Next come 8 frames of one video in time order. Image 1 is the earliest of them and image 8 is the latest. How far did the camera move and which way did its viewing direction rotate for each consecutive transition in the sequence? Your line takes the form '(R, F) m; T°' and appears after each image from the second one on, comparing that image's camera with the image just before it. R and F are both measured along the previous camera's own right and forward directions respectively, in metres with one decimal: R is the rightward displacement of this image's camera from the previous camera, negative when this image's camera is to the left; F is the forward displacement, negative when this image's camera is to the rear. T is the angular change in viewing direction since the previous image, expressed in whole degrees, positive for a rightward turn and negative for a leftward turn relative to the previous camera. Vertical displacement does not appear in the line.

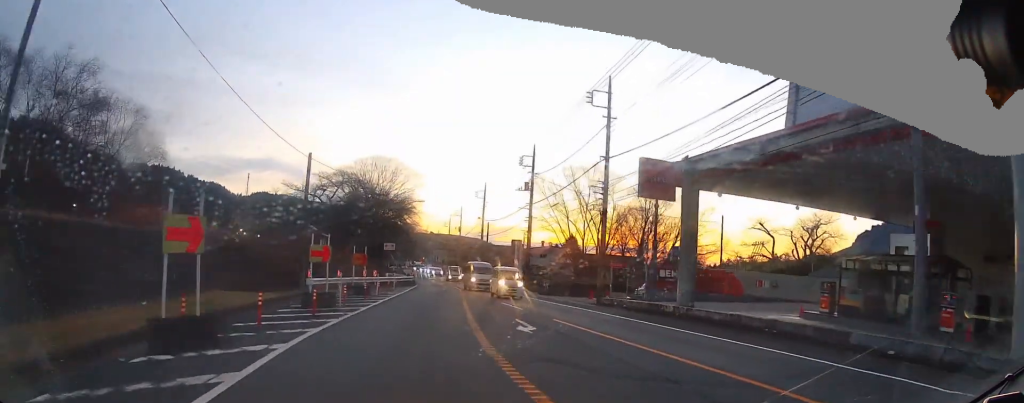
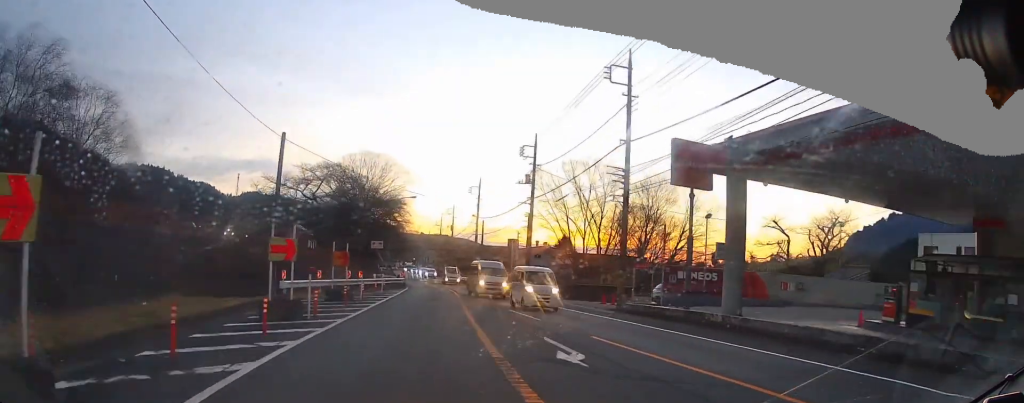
(0.0, +5.5) m; 0°
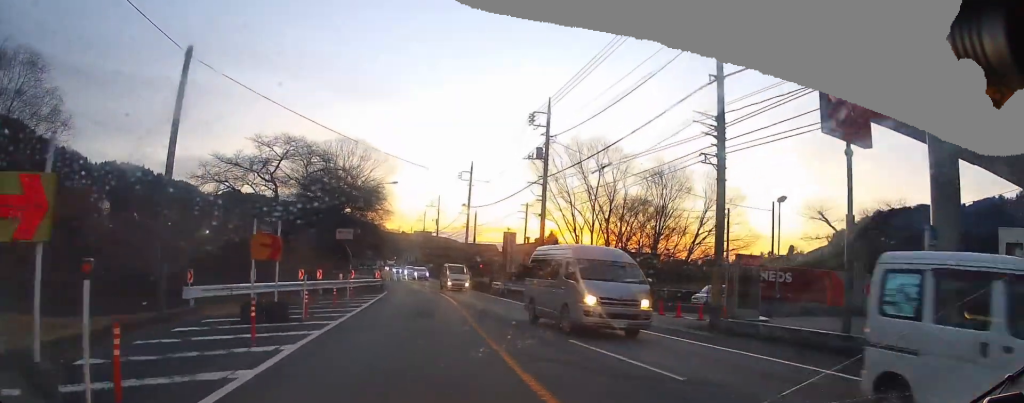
(+0.1, +12.4) m; +1°
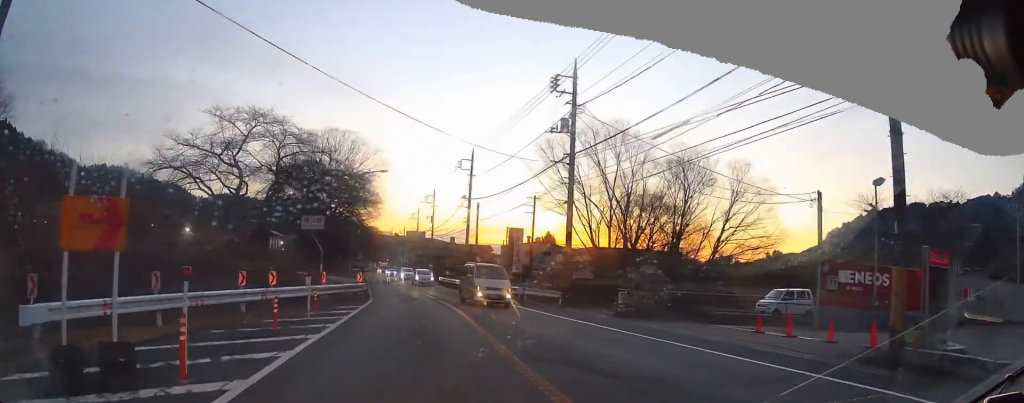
(+0.1, +9.8) m; +1°
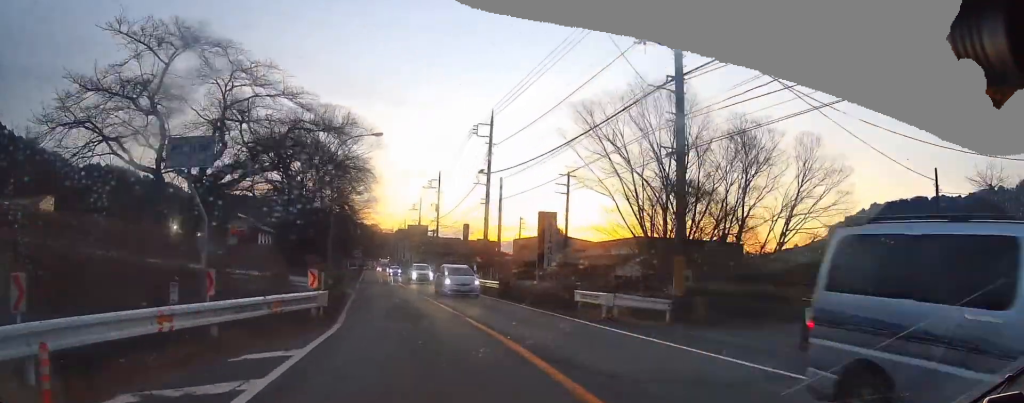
(+0.3, +16.1) m; +1°
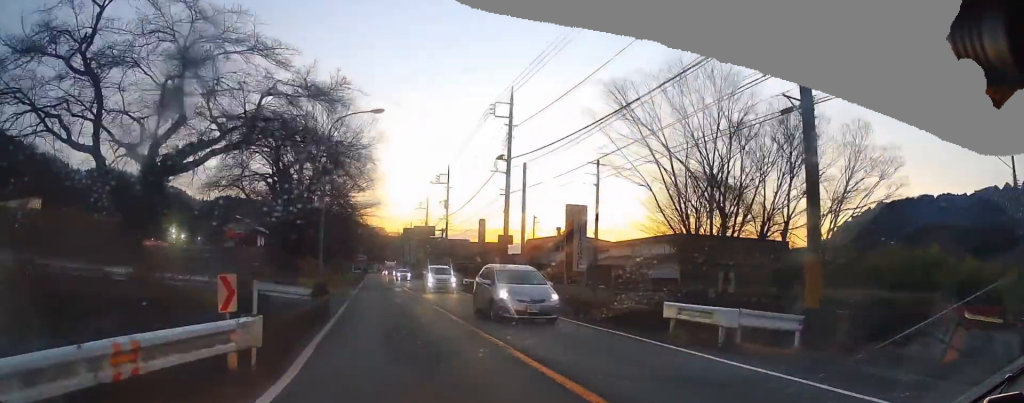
(+0.3, +8.2) m; -1°
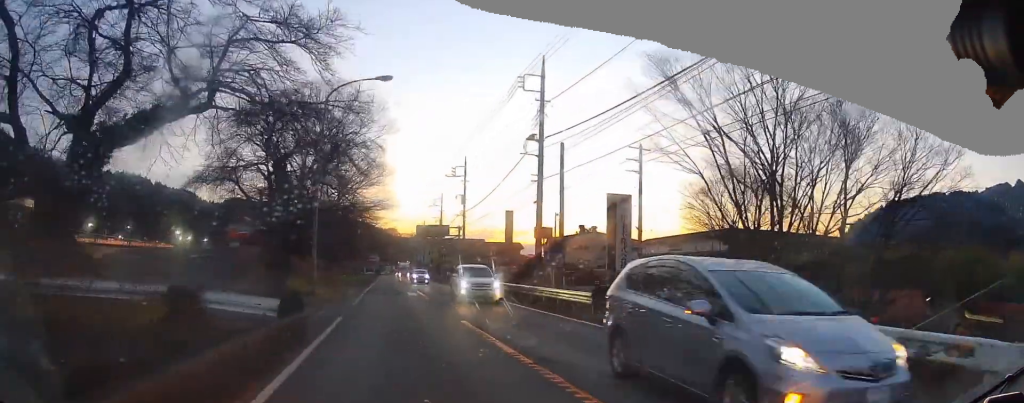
(-0.2, +8.1) m; -1°
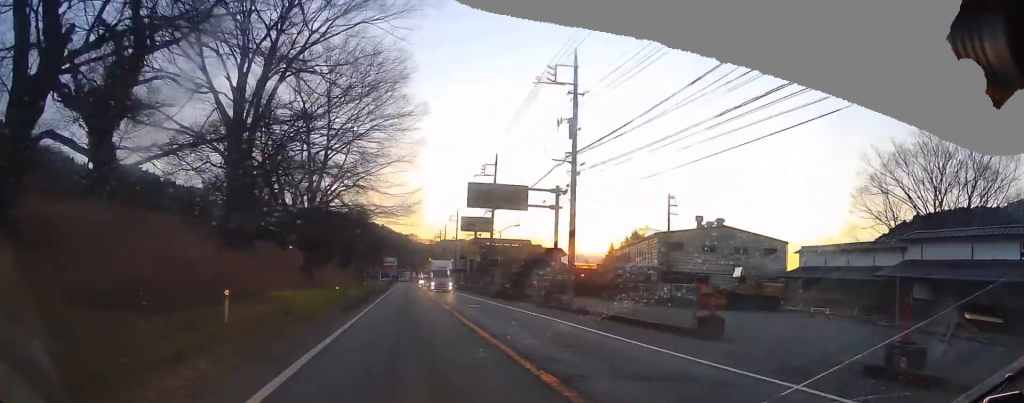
(-0.4, +44.5) m; -2°
